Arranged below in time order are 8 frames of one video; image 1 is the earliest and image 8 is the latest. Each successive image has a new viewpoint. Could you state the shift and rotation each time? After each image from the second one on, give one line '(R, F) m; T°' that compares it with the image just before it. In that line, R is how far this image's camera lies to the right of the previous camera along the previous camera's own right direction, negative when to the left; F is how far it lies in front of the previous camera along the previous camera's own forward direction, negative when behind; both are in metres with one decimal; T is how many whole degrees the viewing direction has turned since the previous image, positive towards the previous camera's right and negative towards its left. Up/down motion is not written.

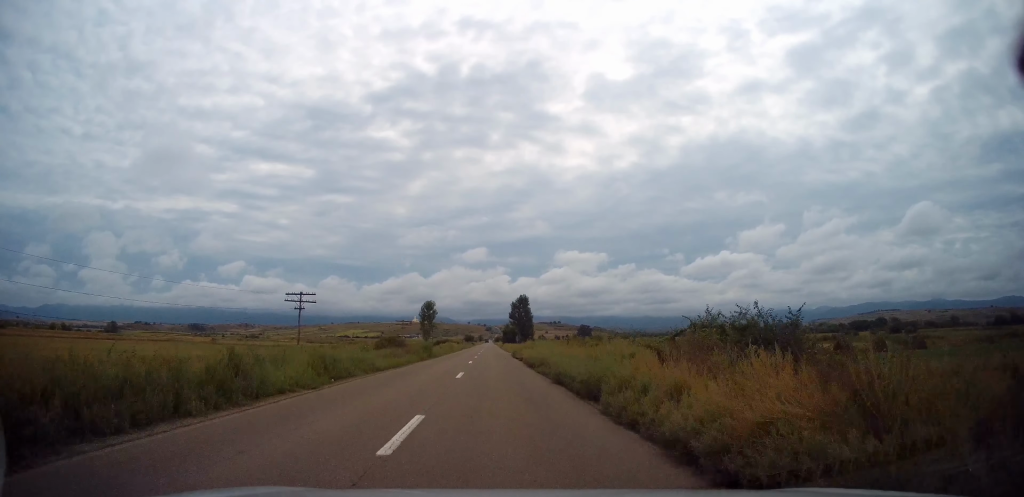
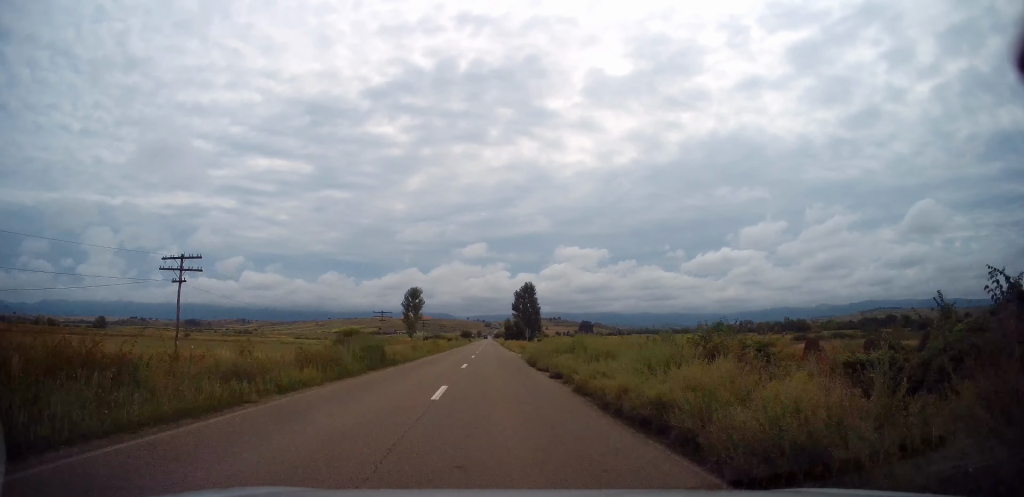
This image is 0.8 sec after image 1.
(-0.1, +18.9) m; 0°
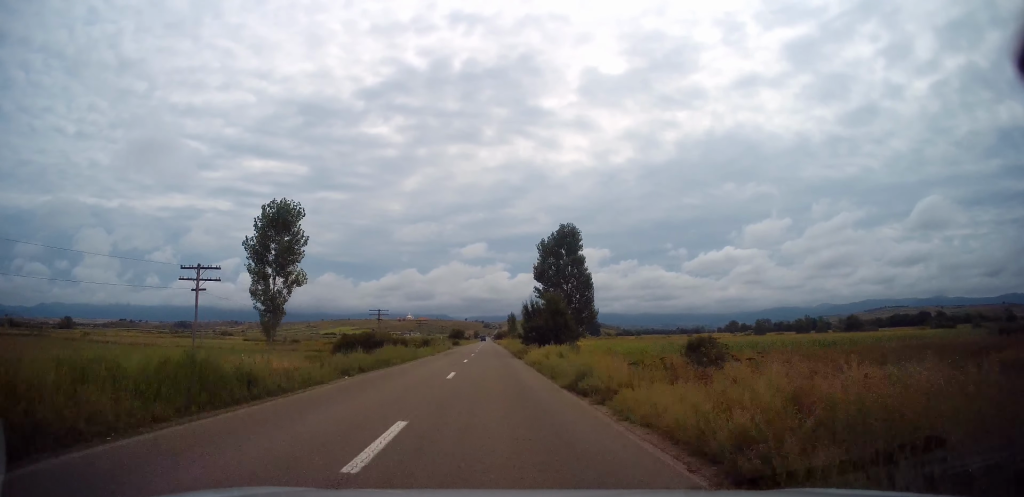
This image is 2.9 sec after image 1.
(+0.1, +52.9) m; 0°
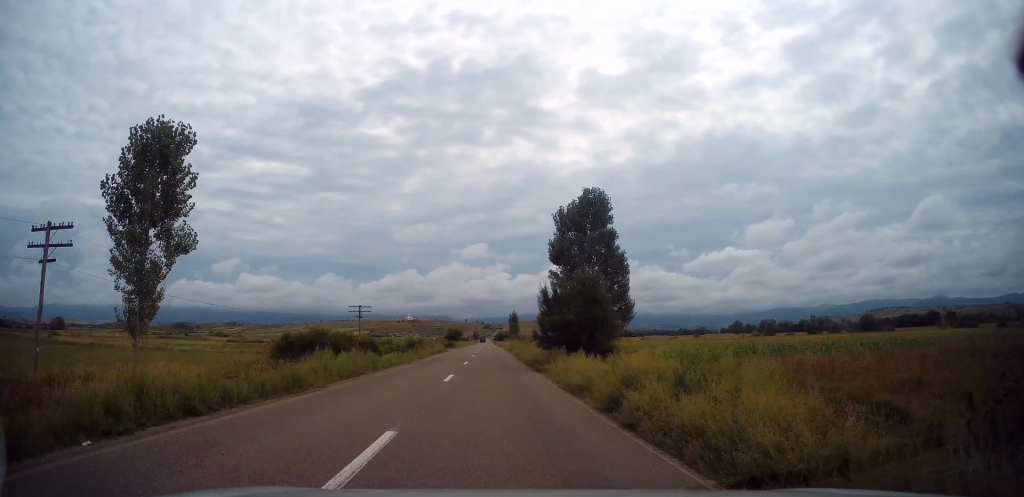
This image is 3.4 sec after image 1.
(-0.1, +12.4) m; 0°
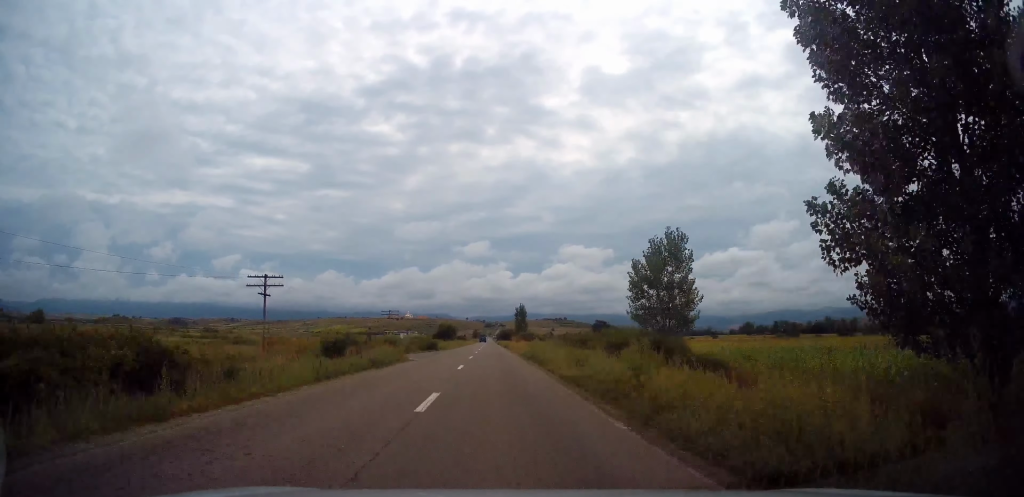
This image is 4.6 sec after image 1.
(+0.2, +30.7) m; +1°
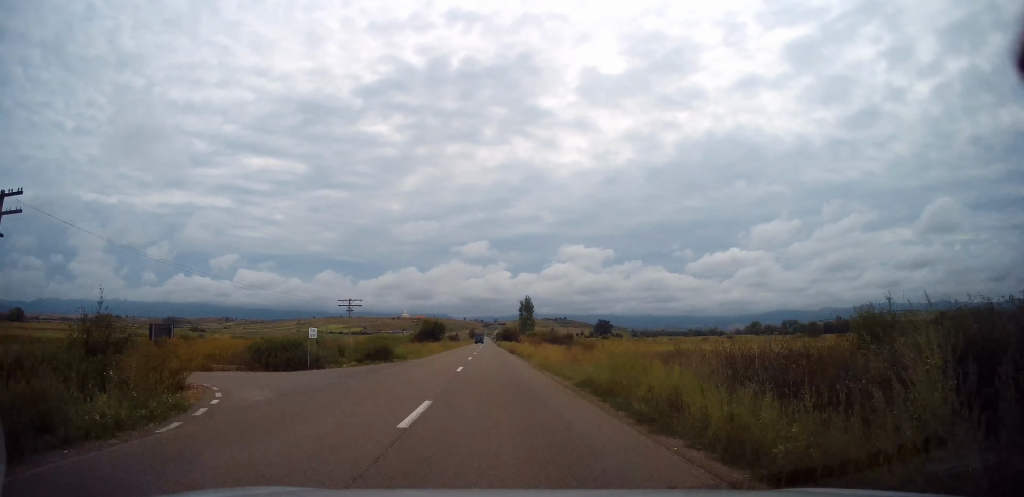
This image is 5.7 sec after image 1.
(+0.1, +25.6) m; 0°
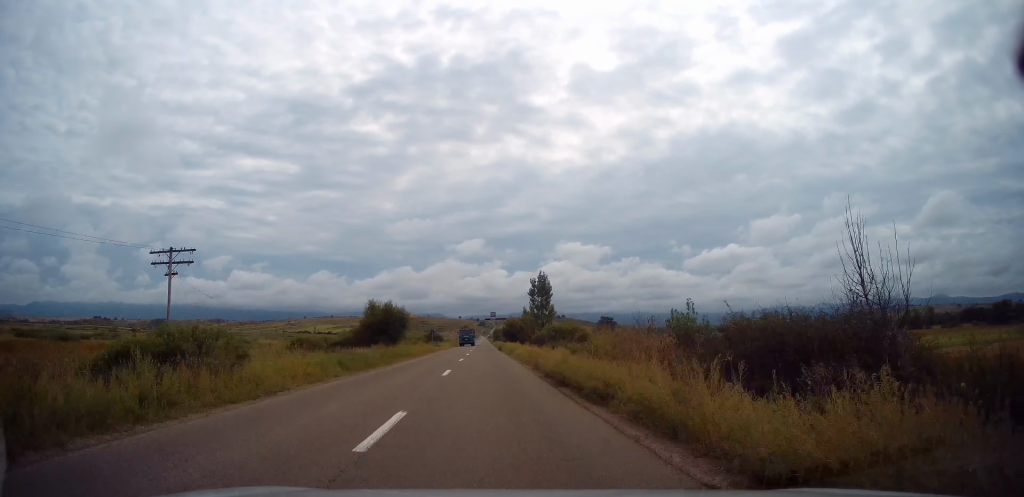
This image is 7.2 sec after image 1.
(0.0, +37.1) m; +1°
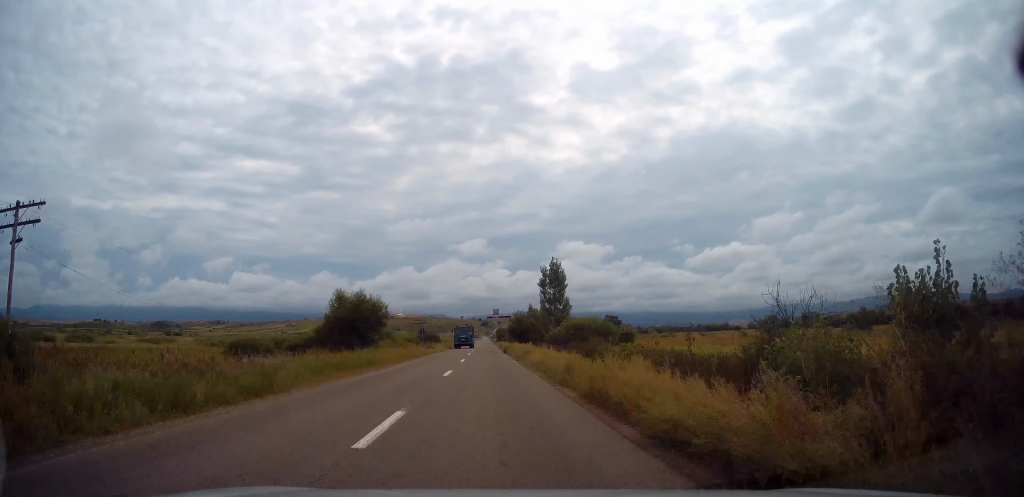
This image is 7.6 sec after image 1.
(+0.1, +11.5) m; 0°
